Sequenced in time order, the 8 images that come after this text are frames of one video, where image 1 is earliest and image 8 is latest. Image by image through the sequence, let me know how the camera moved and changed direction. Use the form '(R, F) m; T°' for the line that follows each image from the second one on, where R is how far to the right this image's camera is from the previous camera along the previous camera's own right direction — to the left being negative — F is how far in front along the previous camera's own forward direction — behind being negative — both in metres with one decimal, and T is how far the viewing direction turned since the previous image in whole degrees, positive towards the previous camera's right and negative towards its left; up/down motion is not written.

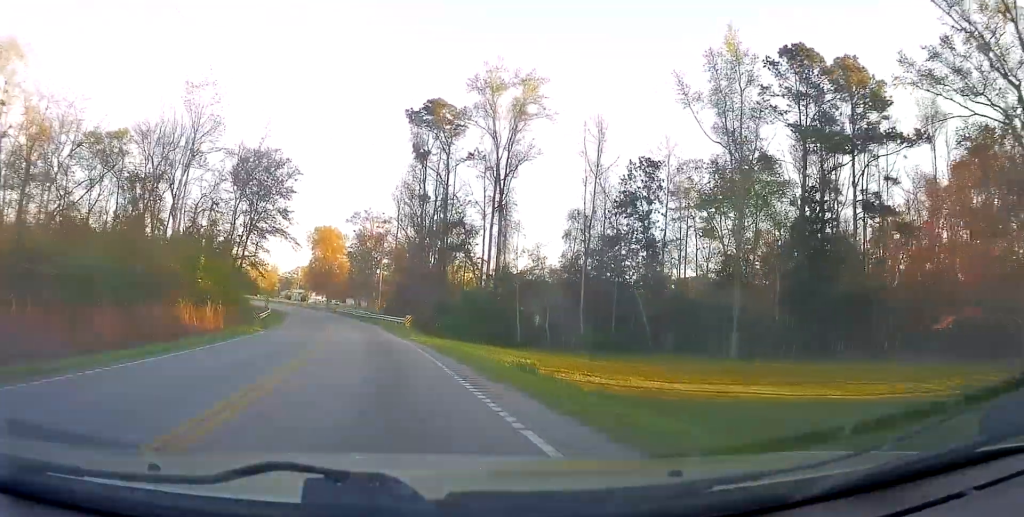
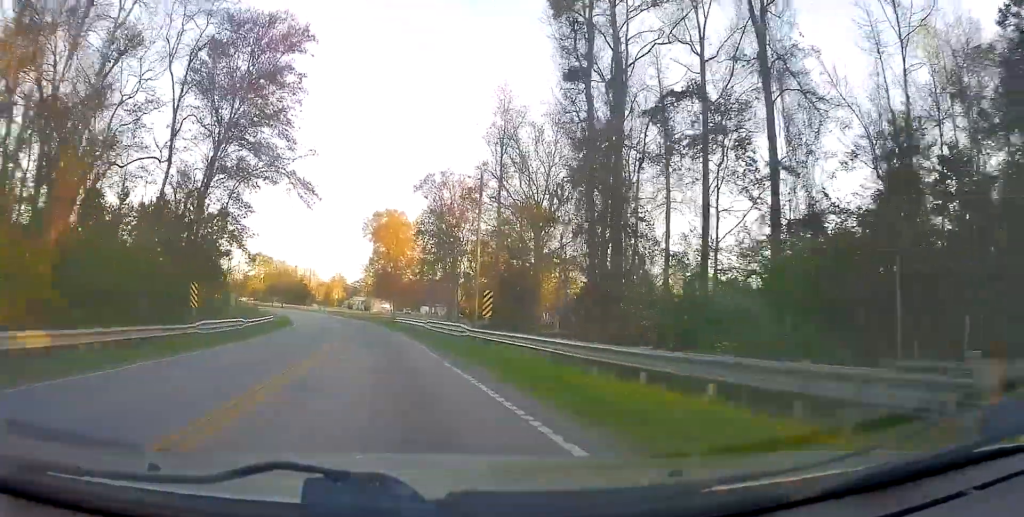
(-1.5, +36.9) m; -4°
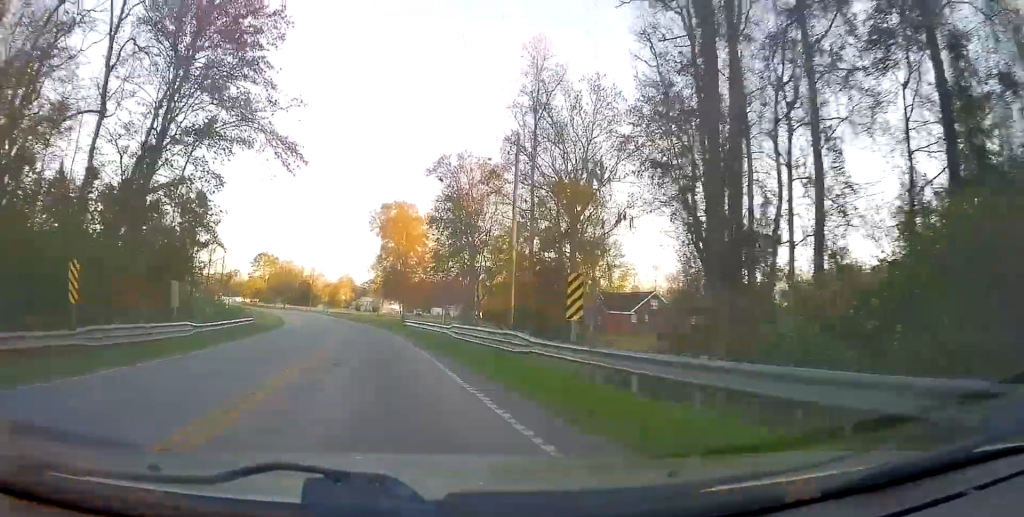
(+0.1, +9.4) m; -1°
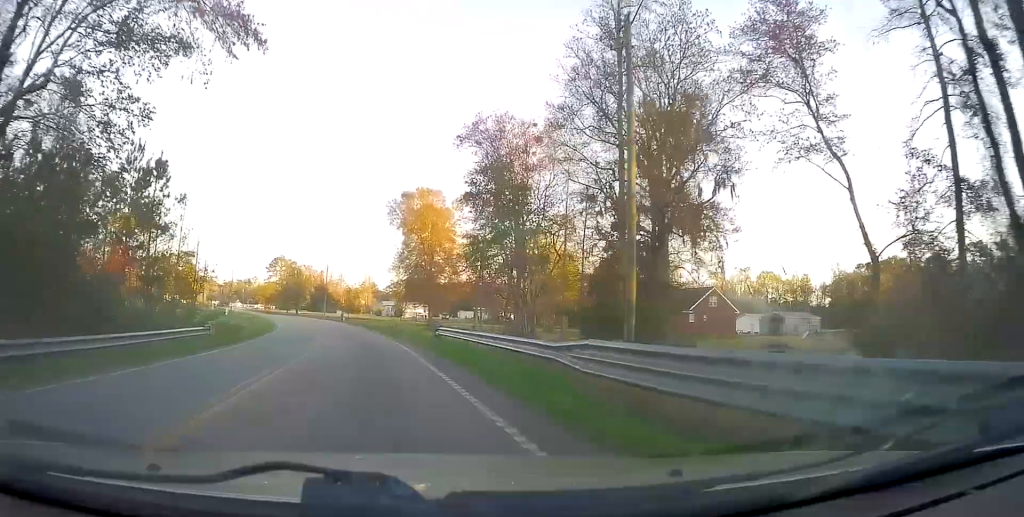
(+0.6, +13.3) m; -2°
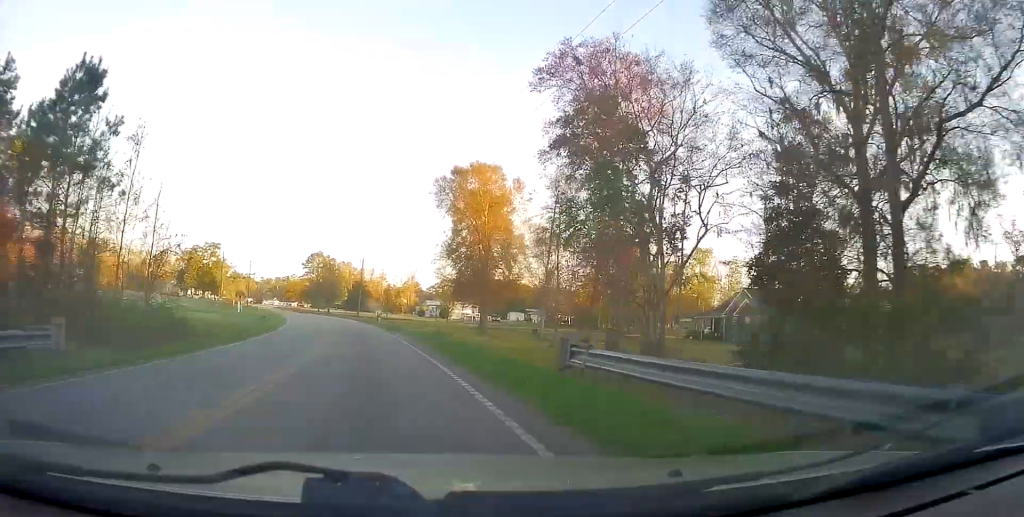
(-1.2, +14.6) m; -3°
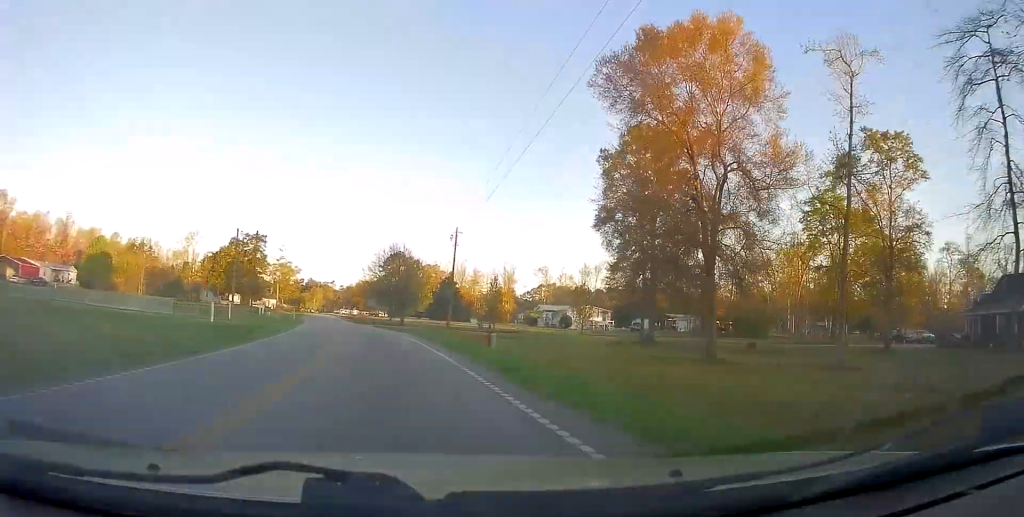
(-2.3, +37.5) m; -7°
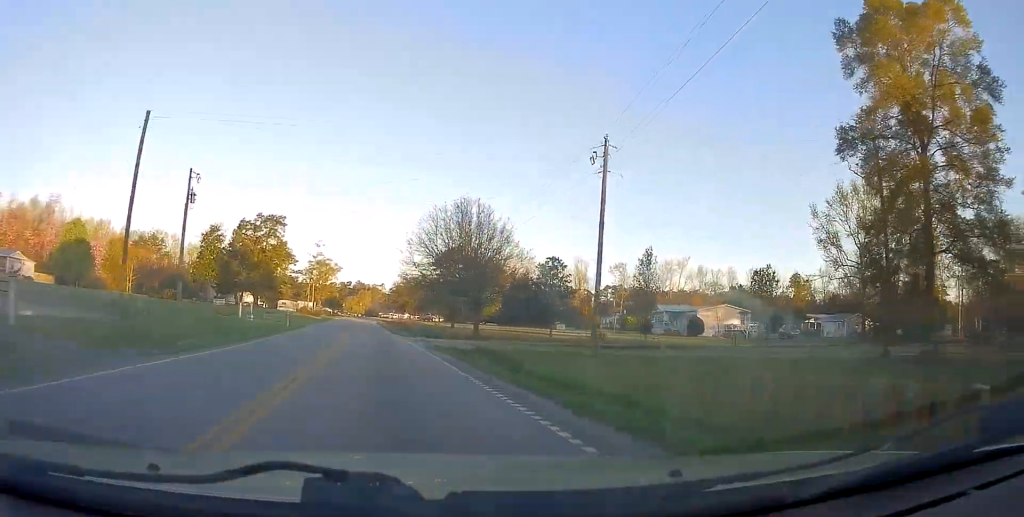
(-1.6, +30.8) m; -6°
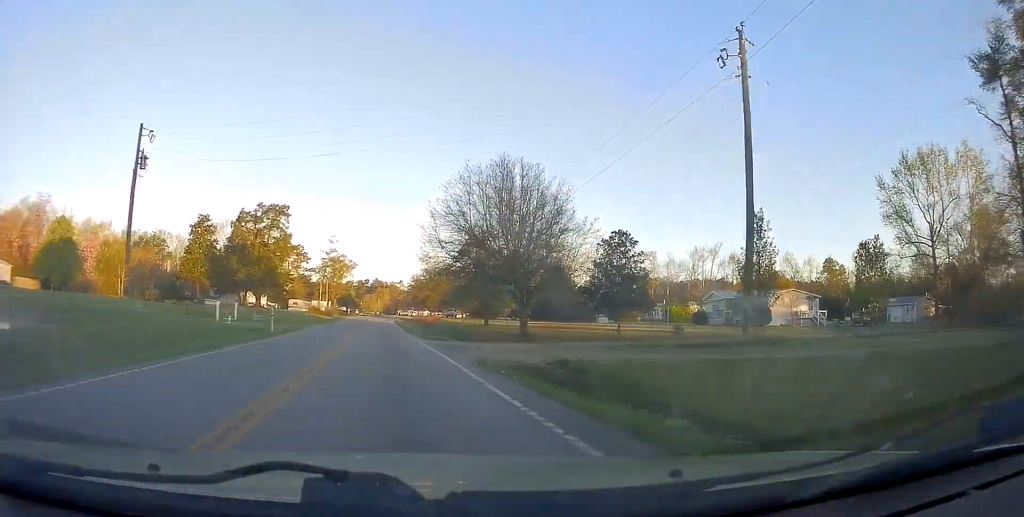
(-0.2, +10.9) m; -2°
